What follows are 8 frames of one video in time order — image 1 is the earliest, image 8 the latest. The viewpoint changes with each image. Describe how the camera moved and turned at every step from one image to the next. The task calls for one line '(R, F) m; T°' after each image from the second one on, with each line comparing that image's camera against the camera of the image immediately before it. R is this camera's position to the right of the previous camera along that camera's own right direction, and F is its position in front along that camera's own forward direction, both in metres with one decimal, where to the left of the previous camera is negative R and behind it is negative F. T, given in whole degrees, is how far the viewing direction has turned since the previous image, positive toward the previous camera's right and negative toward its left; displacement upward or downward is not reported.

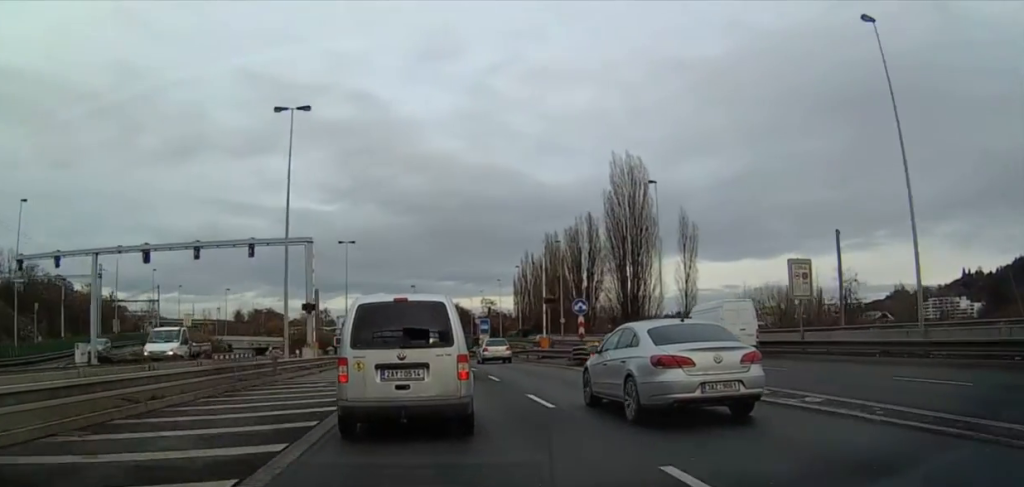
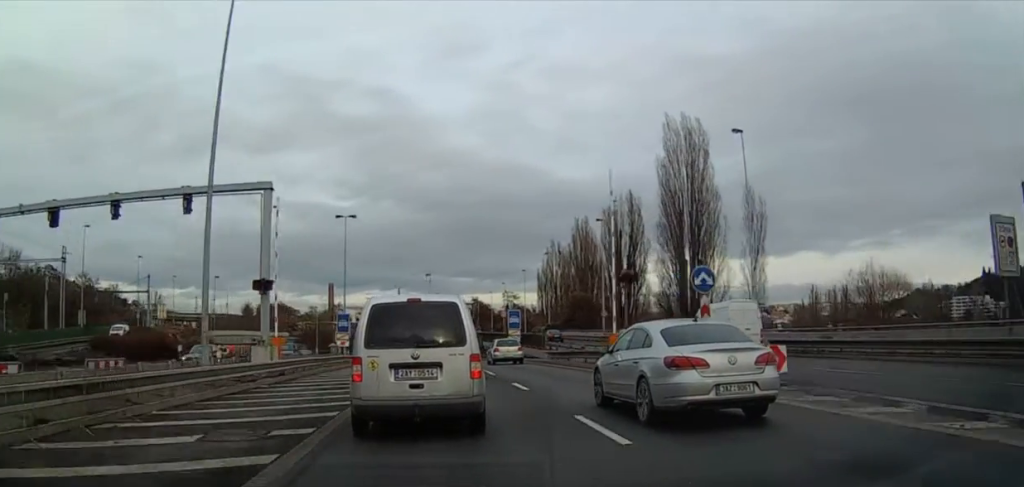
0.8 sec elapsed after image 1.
(-0.4, +13.5) m; 0°
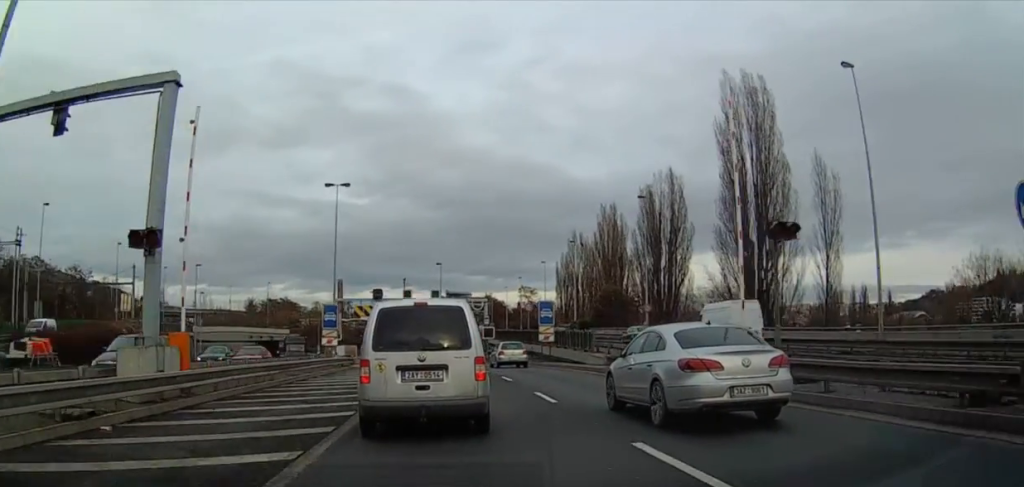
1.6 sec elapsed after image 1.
(0.0, +11.7) m; 0°
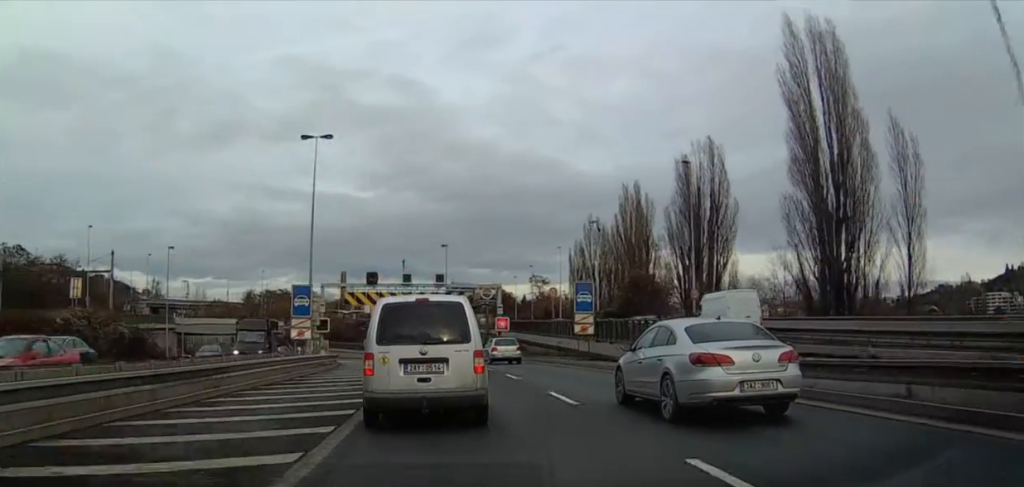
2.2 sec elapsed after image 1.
(+0.6, +10.5) m; 0°
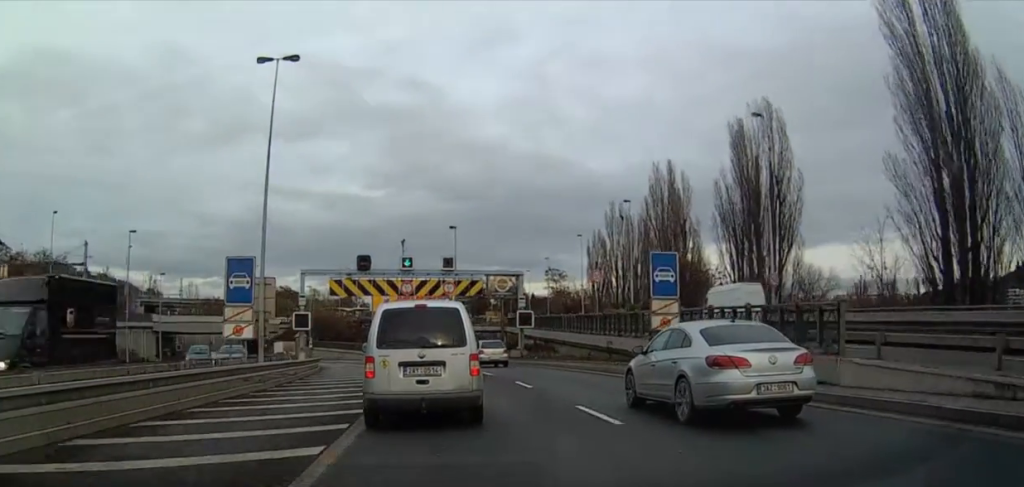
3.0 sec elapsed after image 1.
(-0.6, +11.4) m; -2°
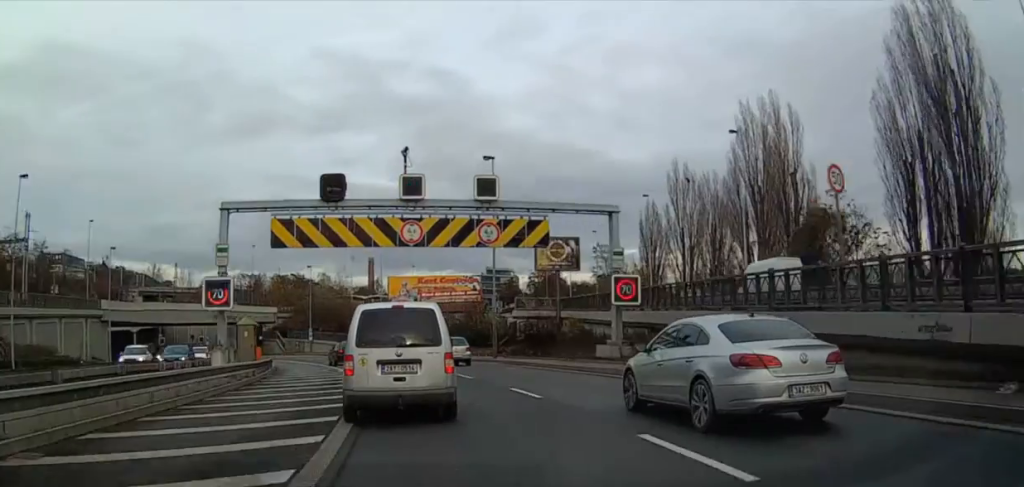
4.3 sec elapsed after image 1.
(-0.4, +21.1) m; -1°
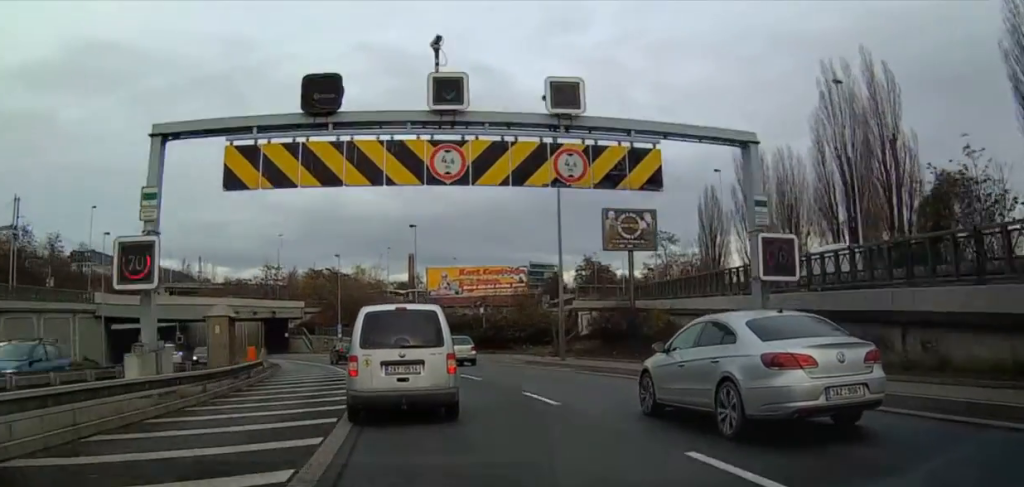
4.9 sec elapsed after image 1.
(0.0, +9.8) m; 0°
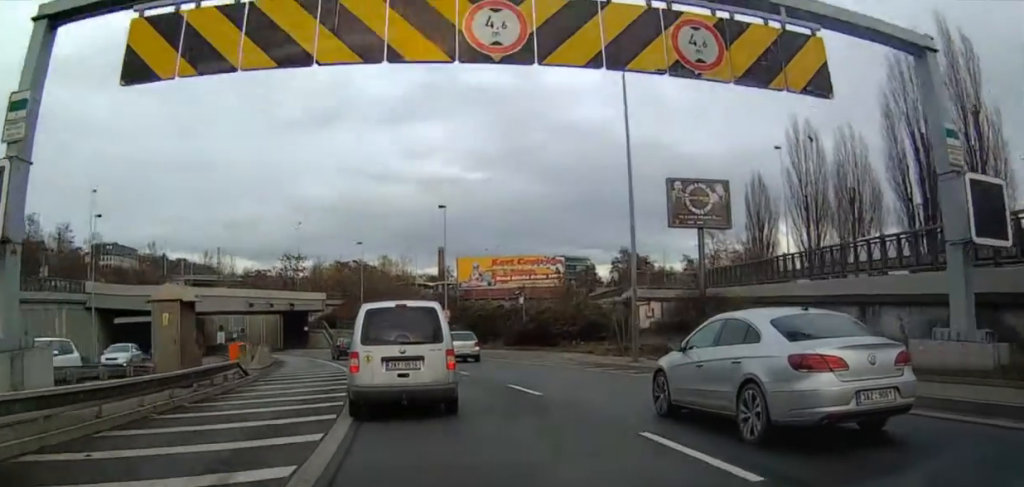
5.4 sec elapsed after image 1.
(0.0, +7.7) m; -1°
